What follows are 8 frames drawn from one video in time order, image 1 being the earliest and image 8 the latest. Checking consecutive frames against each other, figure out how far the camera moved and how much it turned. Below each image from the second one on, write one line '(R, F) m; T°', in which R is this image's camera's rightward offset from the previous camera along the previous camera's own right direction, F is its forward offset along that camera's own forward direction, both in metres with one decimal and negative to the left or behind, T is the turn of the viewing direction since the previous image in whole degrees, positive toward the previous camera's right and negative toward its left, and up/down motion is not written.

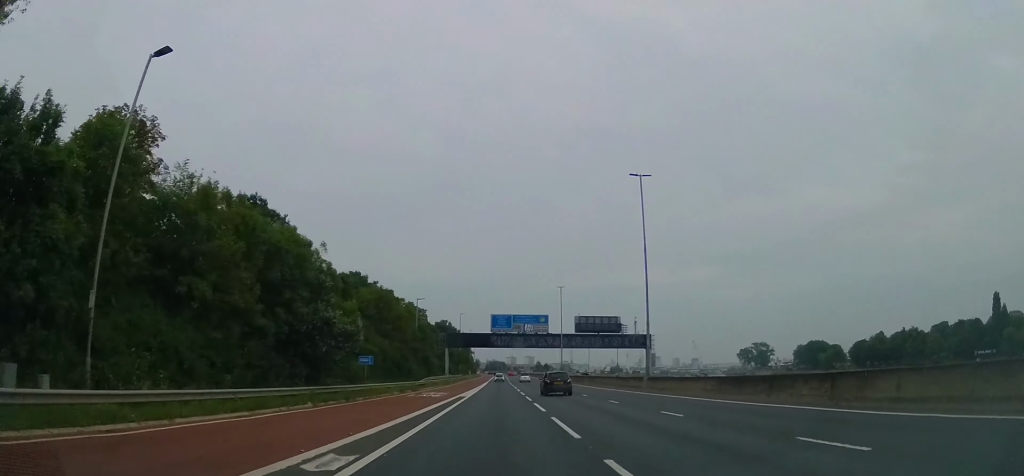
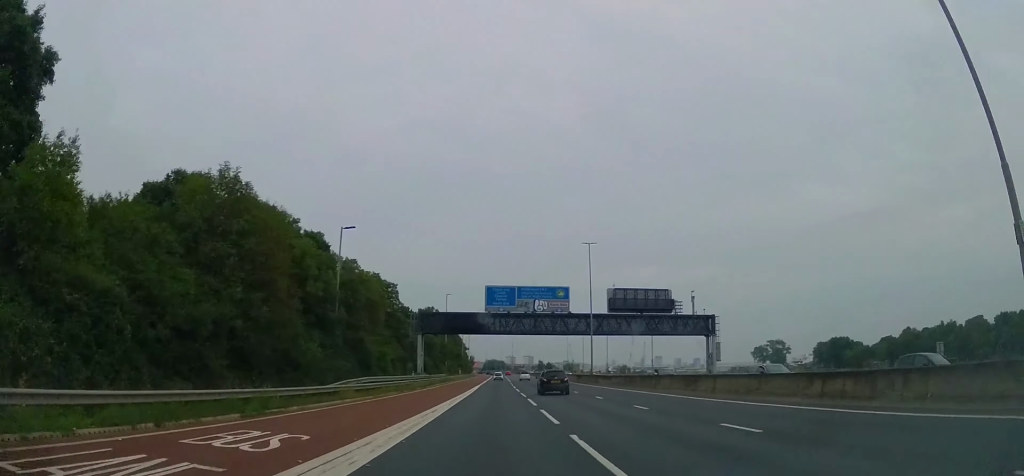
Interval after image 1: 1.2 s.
(-0.2, +32.4) m; -1°
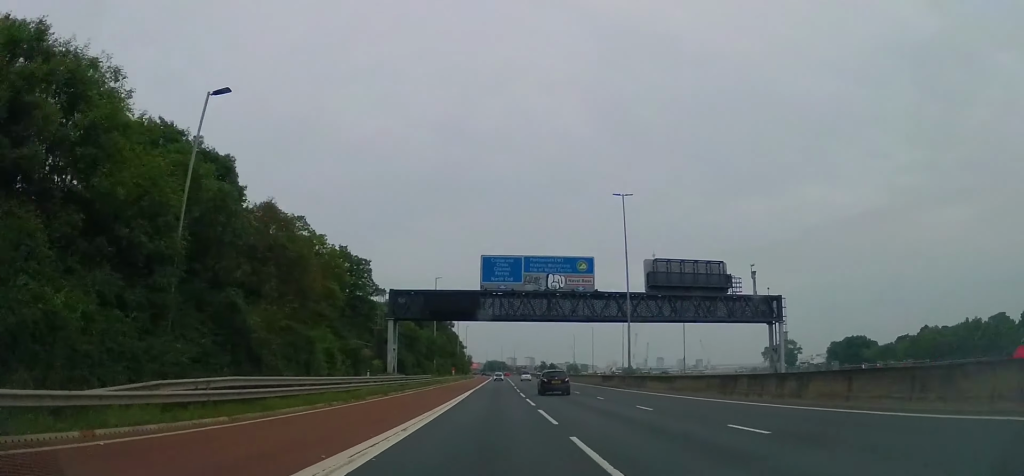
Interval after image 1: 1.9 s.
(-0.4, +18.4) m; 0°
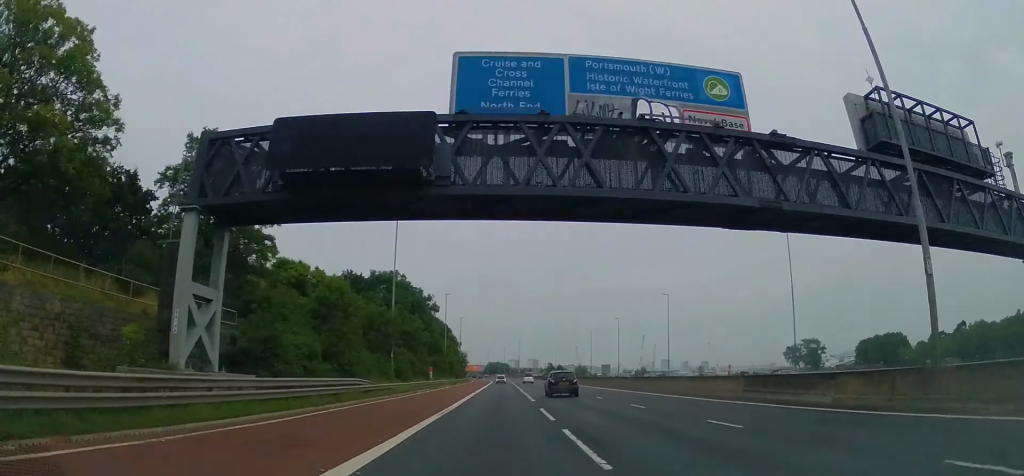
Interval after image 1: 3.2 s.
(+0.5, +34.0) m; +1°
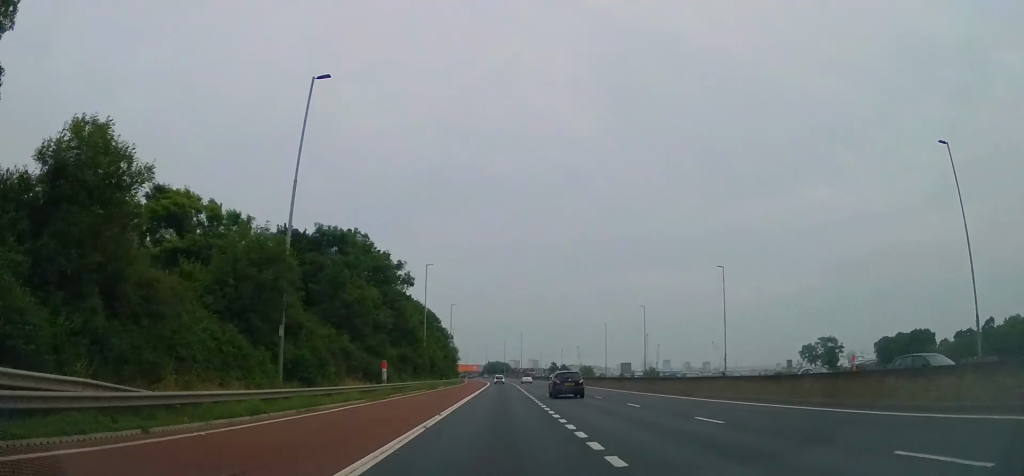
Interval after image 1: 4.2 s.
(+0.1, +25.3) m; 0°
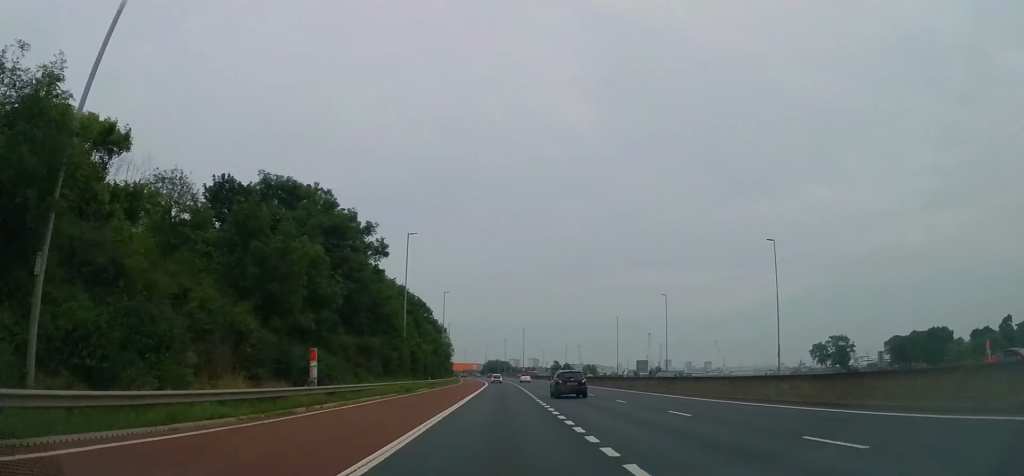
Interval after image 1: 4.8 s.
(-0.3, +14.8) m; 0°
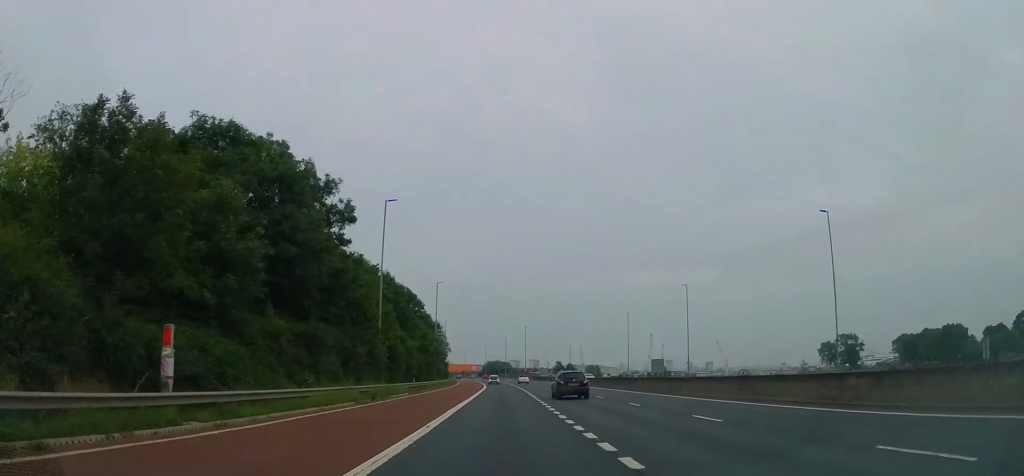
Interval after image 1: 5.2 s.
(0.0, +11.3) m; 0°
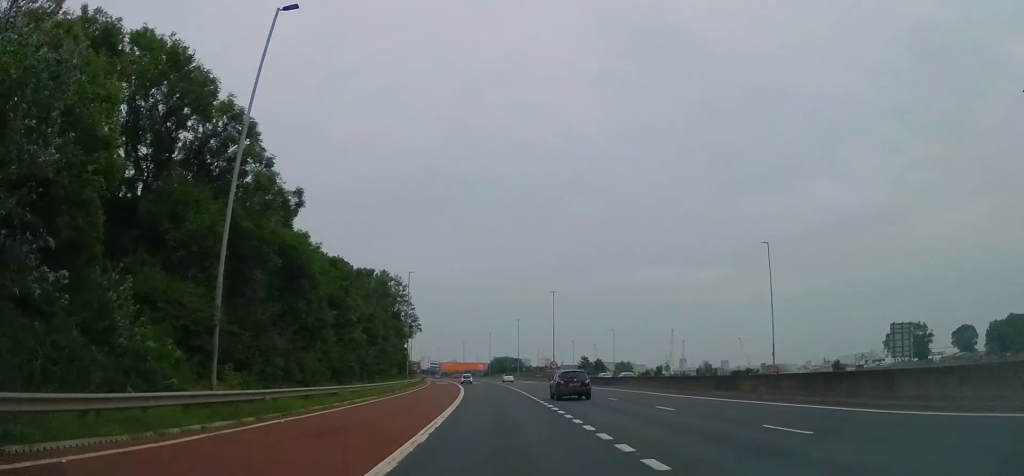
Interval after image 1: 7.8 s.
(+0.6, +66.4) m; -1°
